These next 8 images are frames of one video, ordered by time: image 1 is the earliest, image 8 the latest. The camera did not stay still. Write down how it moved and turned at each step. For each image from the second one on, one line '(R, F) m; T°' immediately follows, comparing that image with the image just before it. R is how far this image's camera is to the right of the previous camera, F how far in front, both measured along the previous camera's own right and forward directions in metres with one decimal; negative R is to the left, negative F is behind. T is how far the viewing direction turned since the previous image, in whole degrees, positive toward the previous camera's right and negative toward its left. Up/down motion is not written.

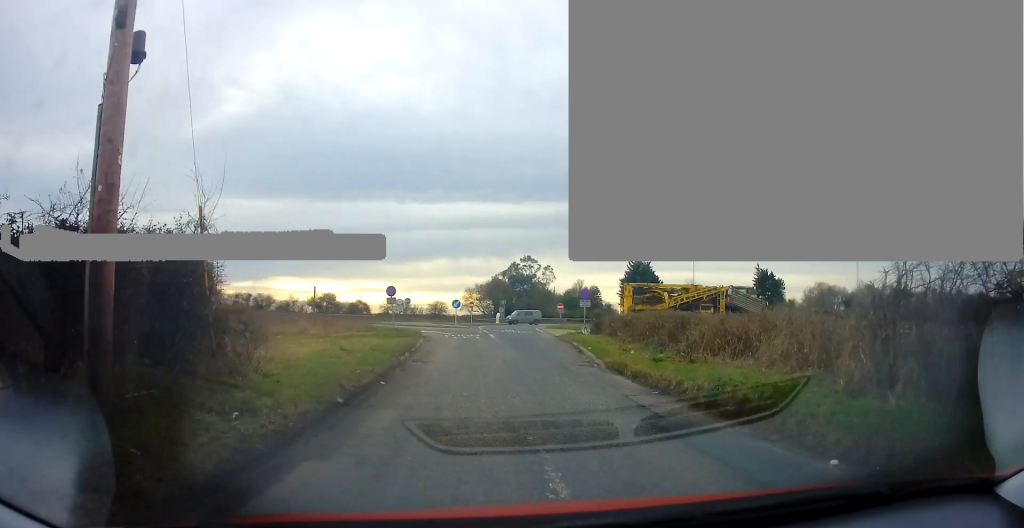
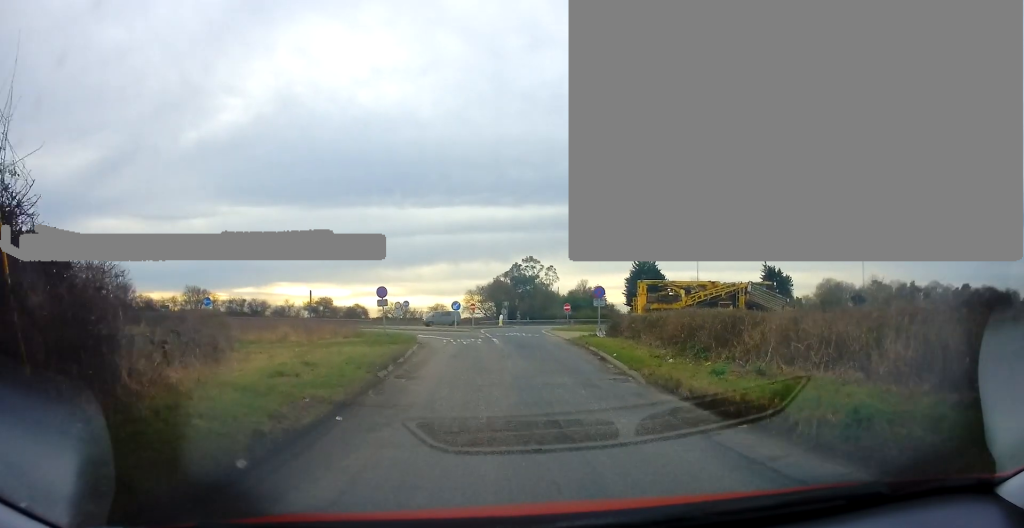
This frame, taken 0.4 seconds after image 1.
(-0.2, +3.4) m; -1°
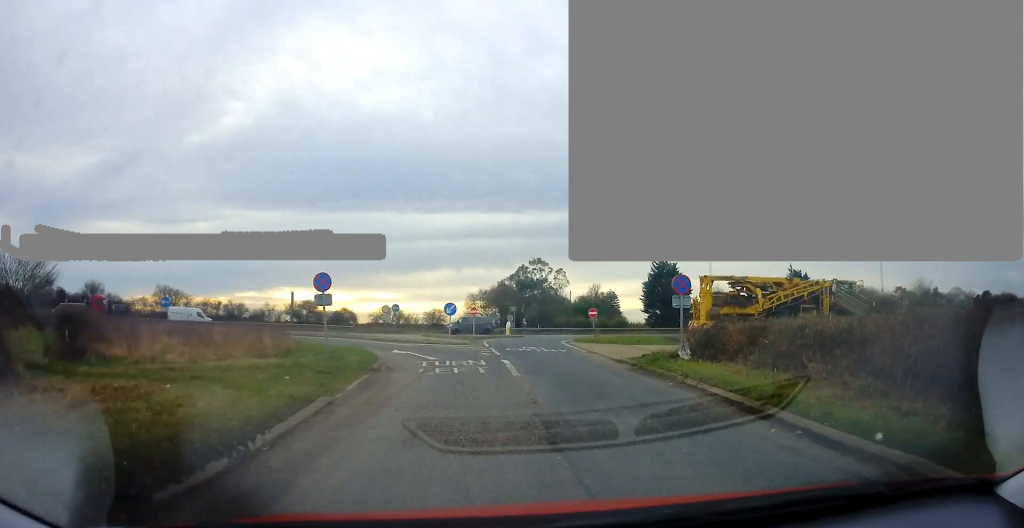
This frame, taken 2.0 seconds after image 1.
(0.0, +11.2) m; 0°
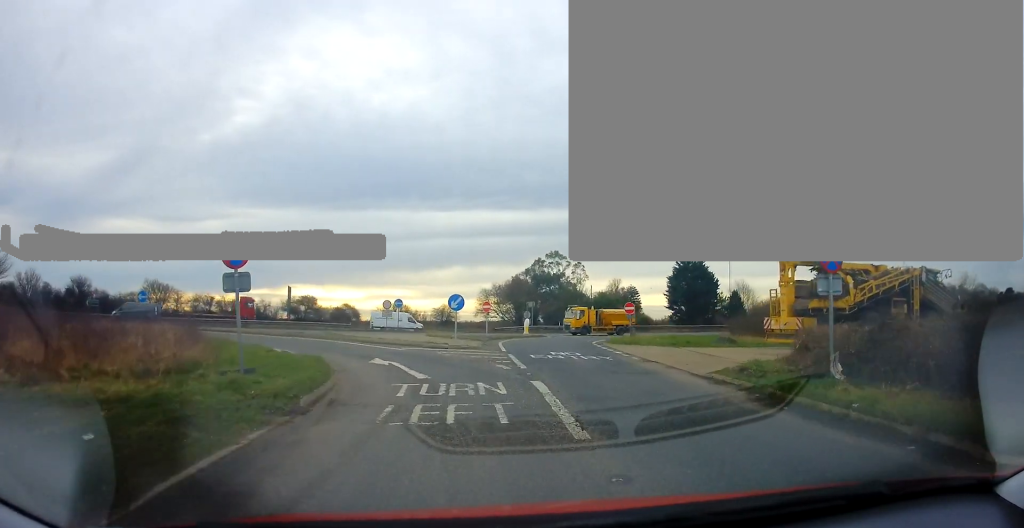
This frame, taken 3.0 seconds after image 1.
(-0.1, +7.2) m; -4°
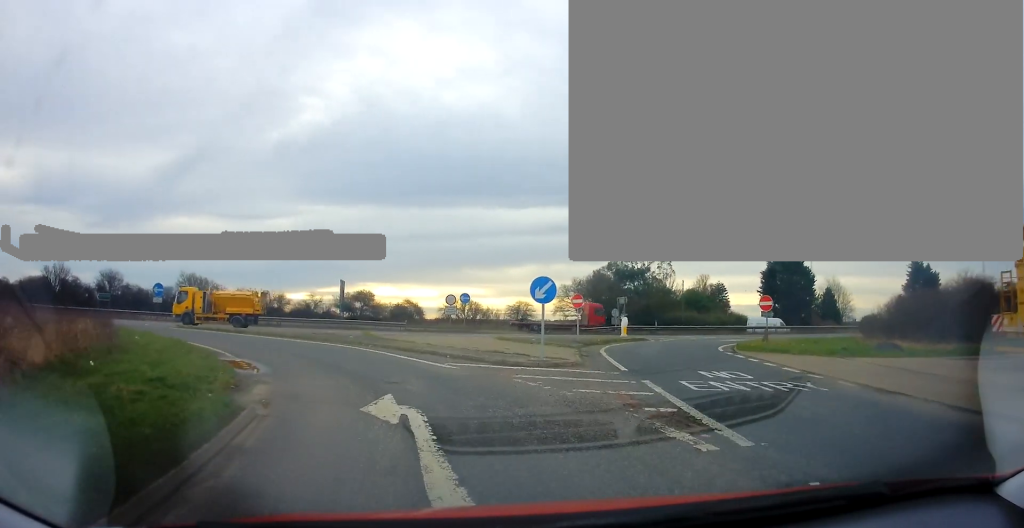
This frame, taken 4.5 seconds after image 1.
(-0.8, +9.0) m; -11°
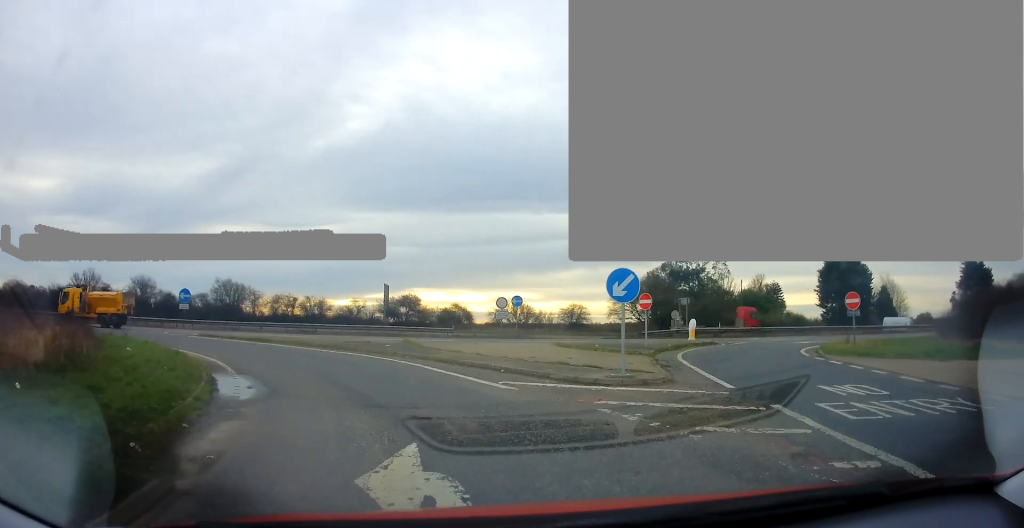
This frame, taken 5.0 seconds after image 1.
(-0.1, +3.2) m; -5°
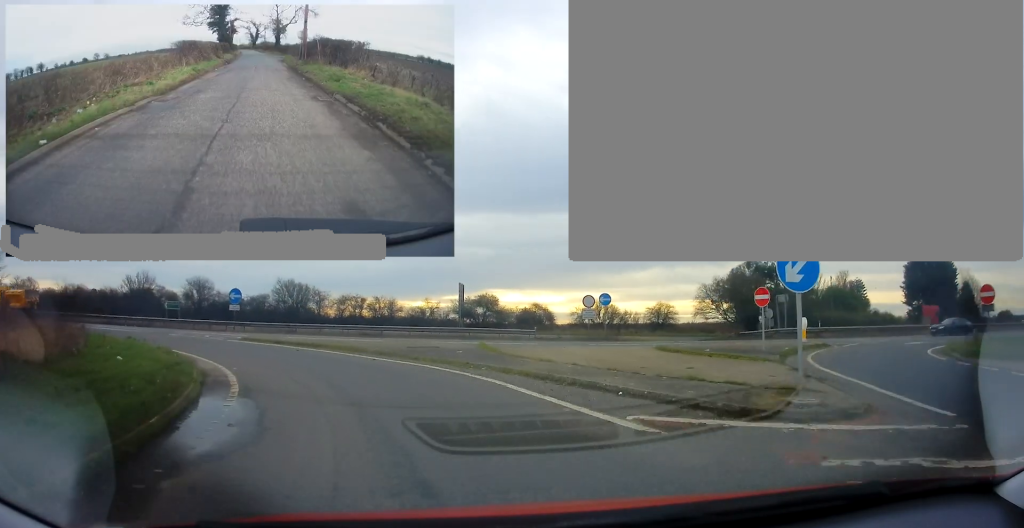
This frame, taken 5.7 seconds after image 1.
(-0.3, +4.0) m; -8°
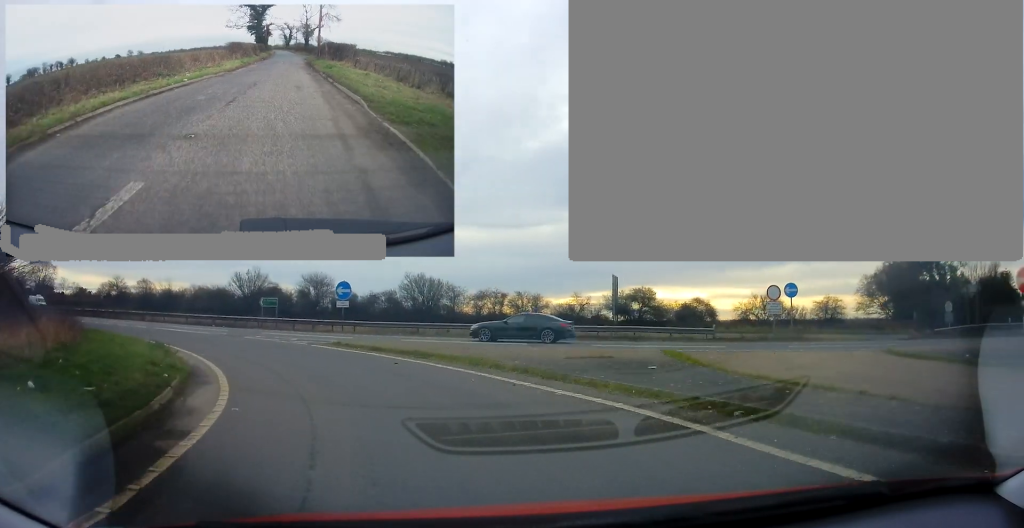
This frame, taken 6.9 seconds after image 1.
(-0.8, +6.9) m; -9°
